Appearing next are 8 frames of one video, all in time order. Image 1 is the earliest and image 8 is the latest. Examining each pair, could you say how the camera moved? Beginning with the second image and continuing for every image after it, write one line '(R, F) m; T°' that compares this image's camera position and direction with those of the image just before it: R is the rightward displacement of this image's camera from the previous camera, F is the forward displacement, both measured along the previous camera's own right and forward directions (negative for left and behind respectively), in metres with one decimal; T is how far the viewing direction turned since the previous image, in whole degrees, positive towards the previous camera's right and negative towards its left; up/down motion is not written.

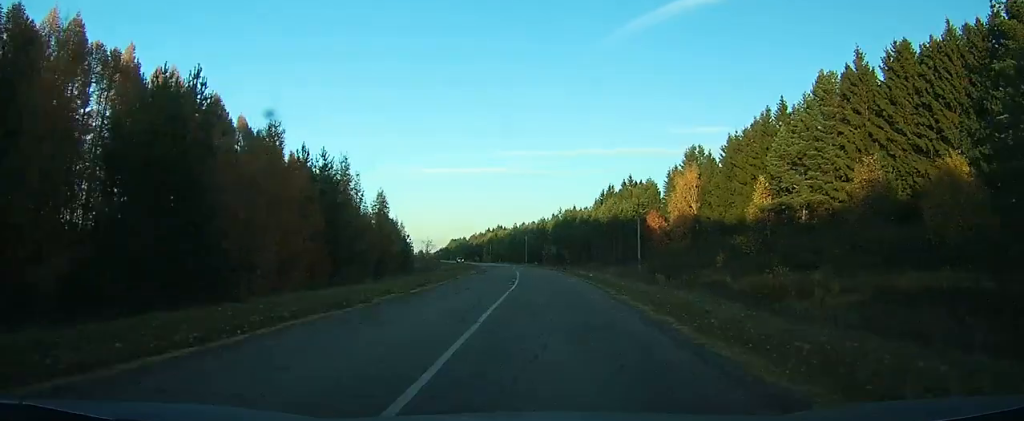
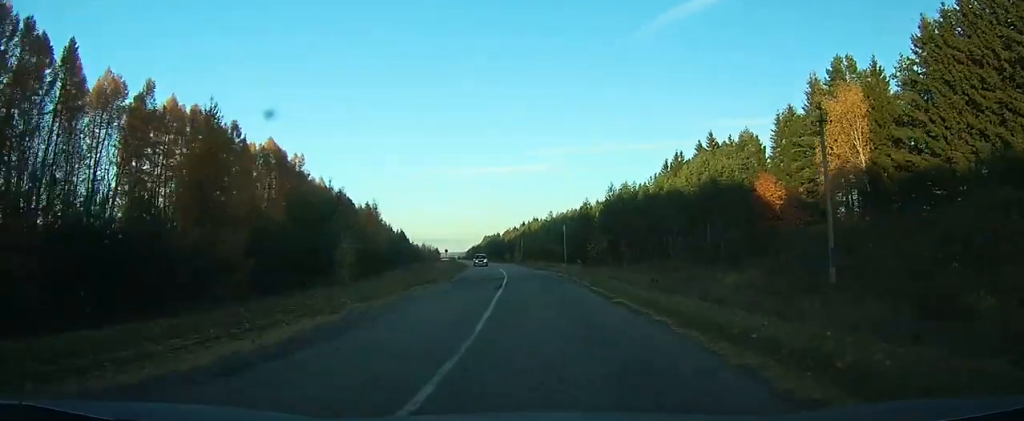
(-0.6, +48.3) m; -3°
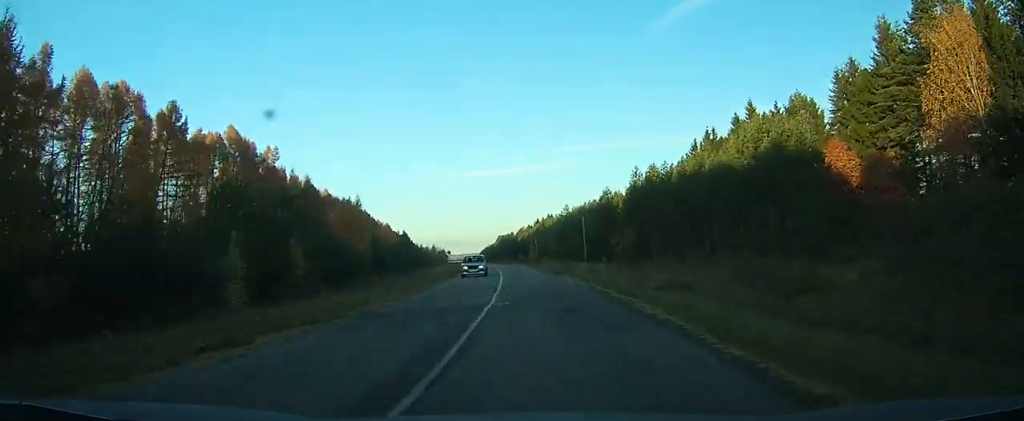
(-0.6, +16.3) m; -2°
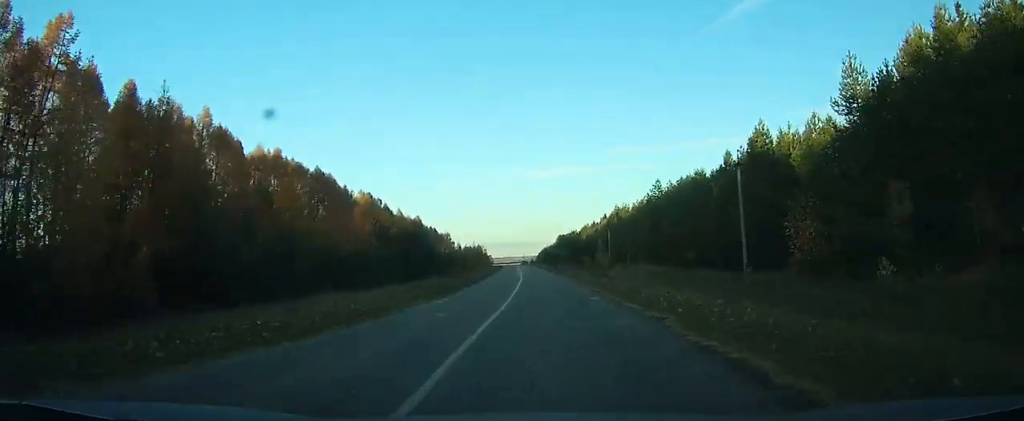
(-2.6, +55.5) m; -5°
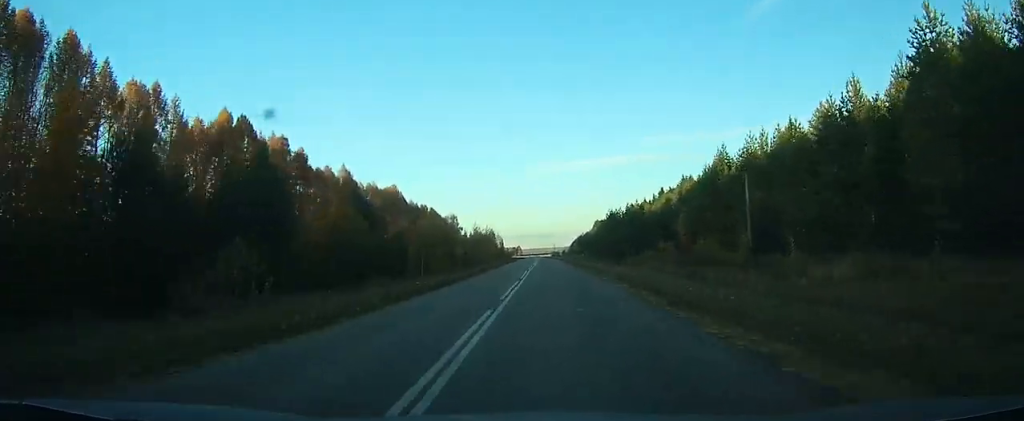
(-2.3, +68.7) m; -3°
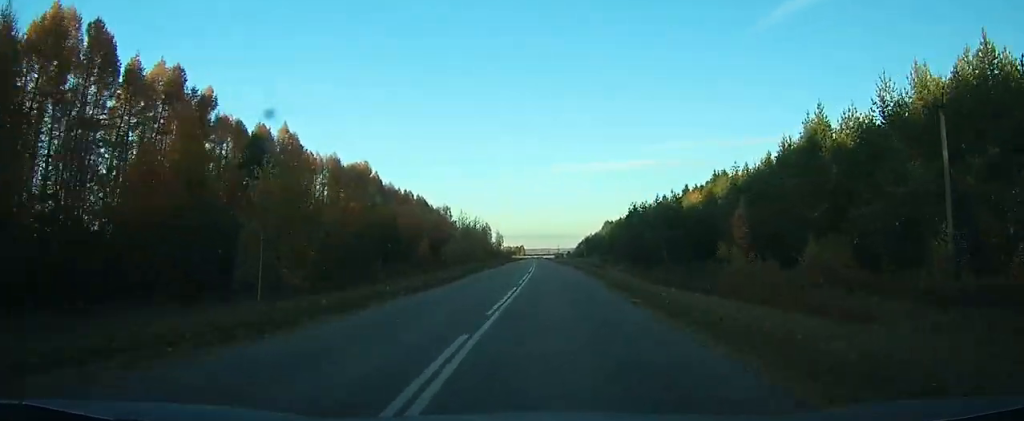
(-0.1, +28.3) m; -1°
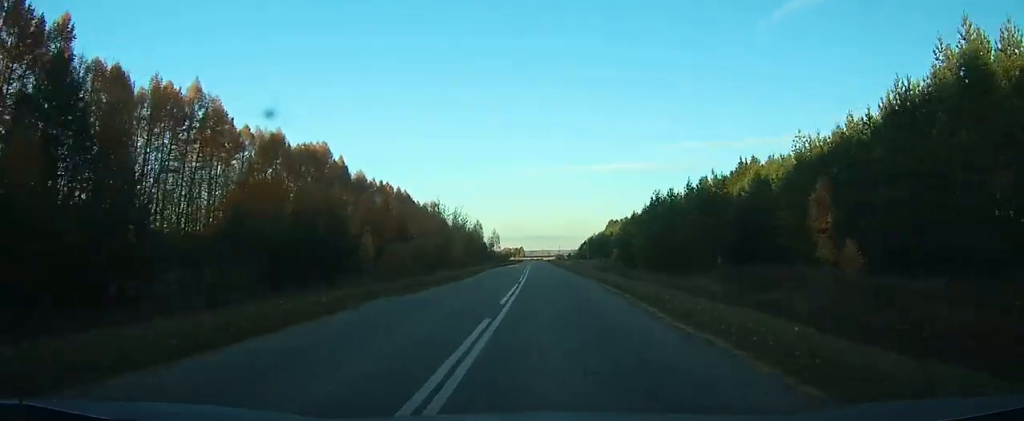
(-0.2, +22.4) m; 0°
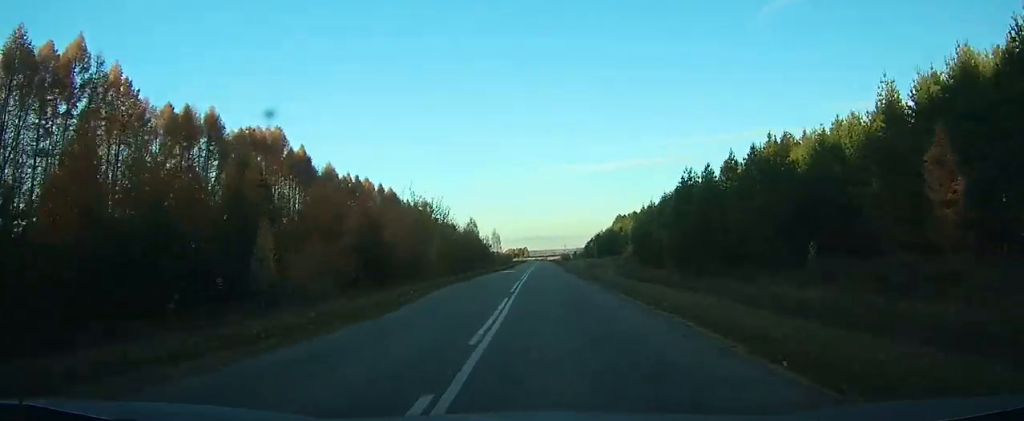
(0.0, +17.9) m; 0°
